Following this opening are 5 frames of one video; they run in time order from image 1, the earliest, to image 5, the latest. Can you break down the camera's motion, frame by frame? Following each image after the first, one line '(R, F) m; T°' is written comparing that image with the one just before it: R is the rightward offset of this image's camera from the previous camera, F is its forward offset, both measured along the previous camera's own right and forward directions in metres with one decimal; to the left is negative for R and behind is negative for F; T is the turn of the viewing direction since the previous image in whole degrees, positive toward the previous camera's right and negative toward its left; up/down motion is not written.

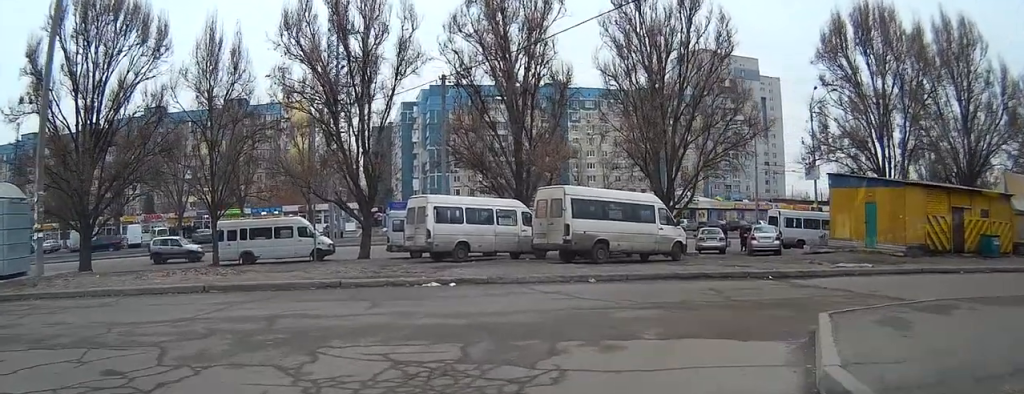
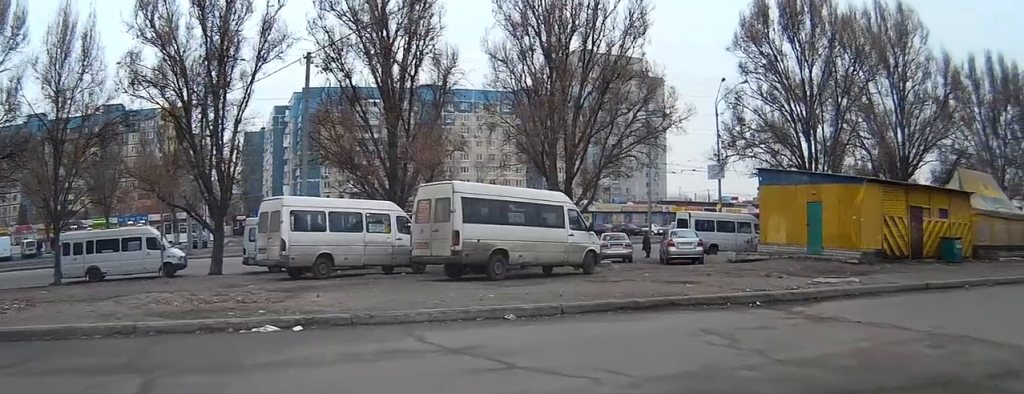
(+0.4, +5.1) m; +15°
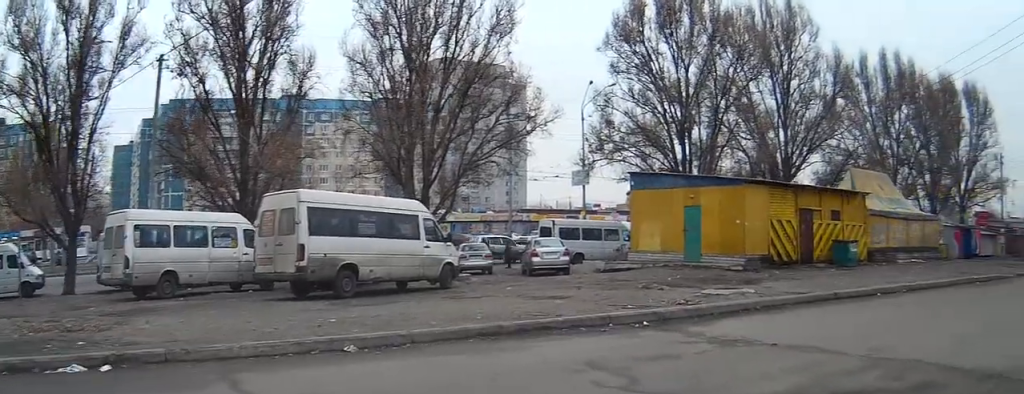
(+0.2, +1.8) m; +15°
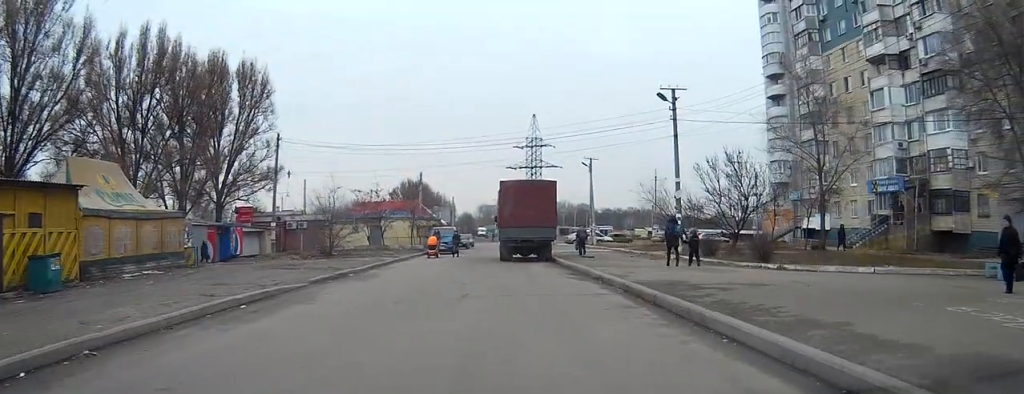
(+4.9, +7.6) m; +46°
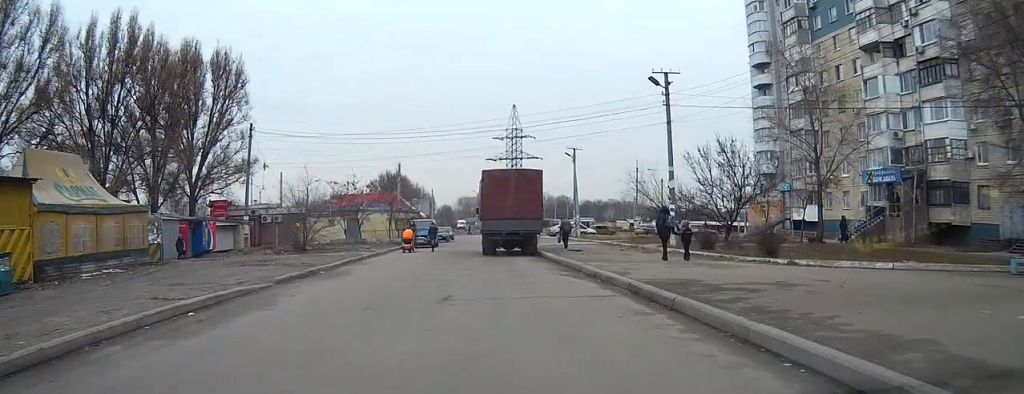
(0.0, +2.0) m; 0°
